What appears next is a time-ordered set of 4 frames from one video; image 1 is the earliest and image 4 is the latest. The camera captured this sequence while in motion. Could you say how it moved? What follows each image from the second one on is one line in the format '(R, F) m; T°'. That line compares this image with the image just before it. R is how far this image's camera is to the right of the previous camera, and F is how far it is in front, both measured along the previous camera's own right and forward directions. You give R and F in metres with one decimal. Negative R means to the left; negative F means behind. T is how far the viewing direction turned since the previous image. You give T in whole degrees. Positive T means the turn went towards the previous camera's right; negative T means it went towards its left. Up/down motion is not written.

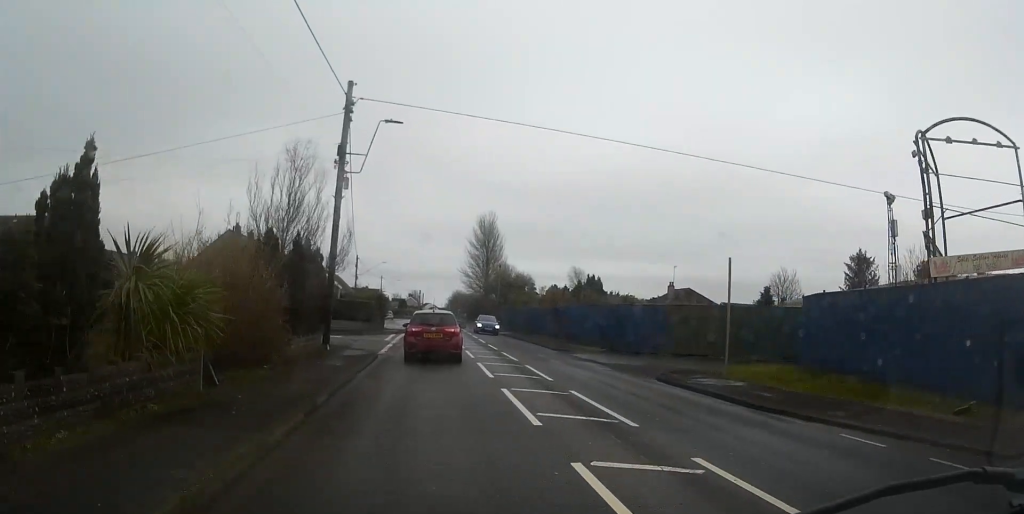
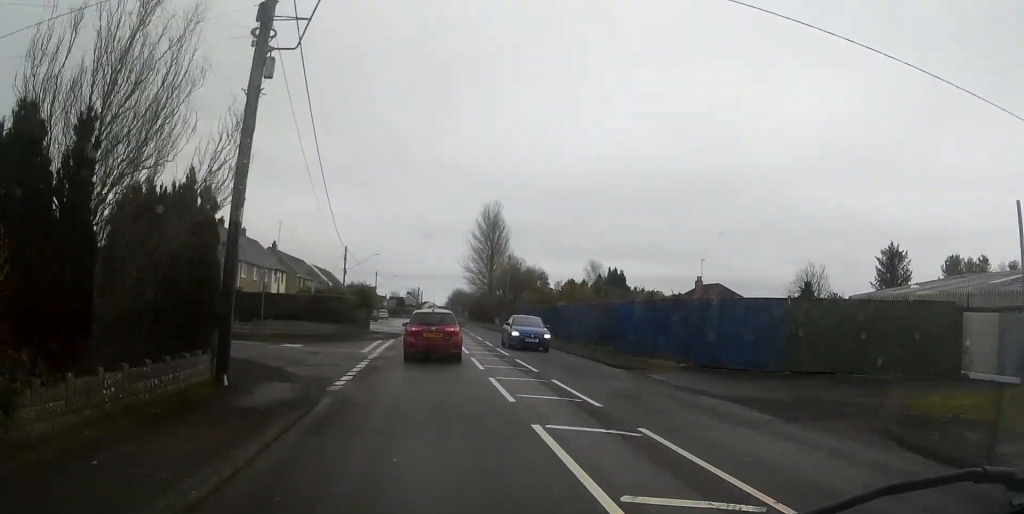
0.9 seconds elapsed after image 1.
(+0.1, +9.7) m; 0°
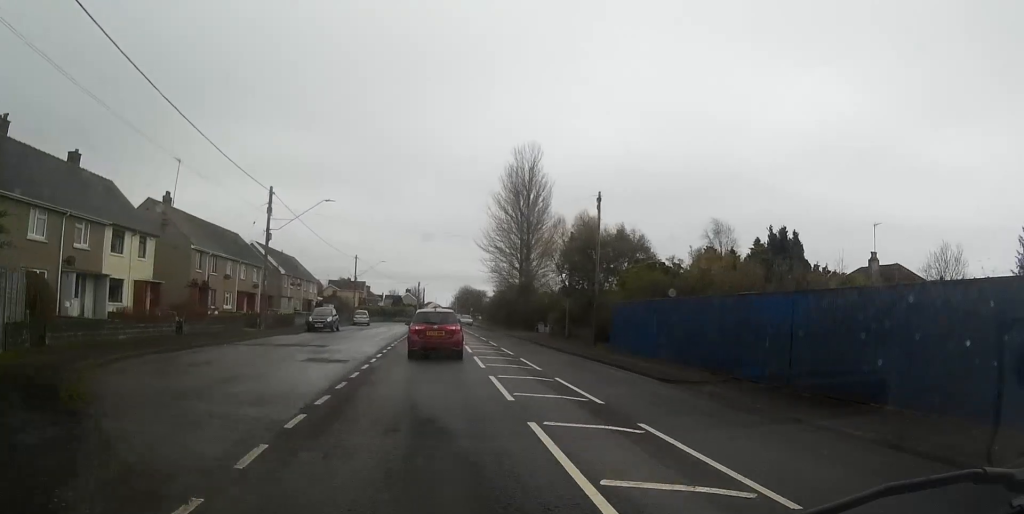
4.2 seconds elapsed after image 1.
(-0.3, +34.8) m; -1°
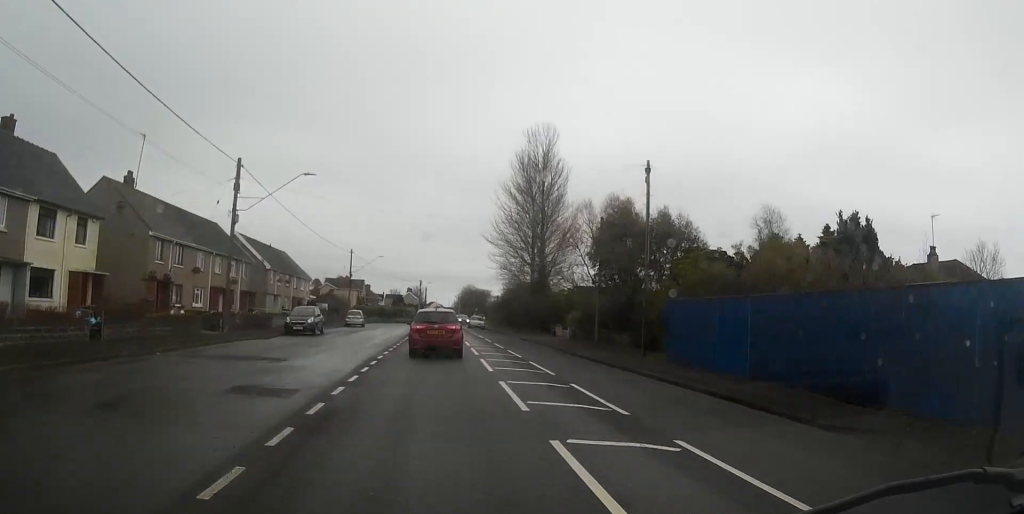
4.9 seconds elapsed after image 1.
(-0.1, +7.2) m; 0°
